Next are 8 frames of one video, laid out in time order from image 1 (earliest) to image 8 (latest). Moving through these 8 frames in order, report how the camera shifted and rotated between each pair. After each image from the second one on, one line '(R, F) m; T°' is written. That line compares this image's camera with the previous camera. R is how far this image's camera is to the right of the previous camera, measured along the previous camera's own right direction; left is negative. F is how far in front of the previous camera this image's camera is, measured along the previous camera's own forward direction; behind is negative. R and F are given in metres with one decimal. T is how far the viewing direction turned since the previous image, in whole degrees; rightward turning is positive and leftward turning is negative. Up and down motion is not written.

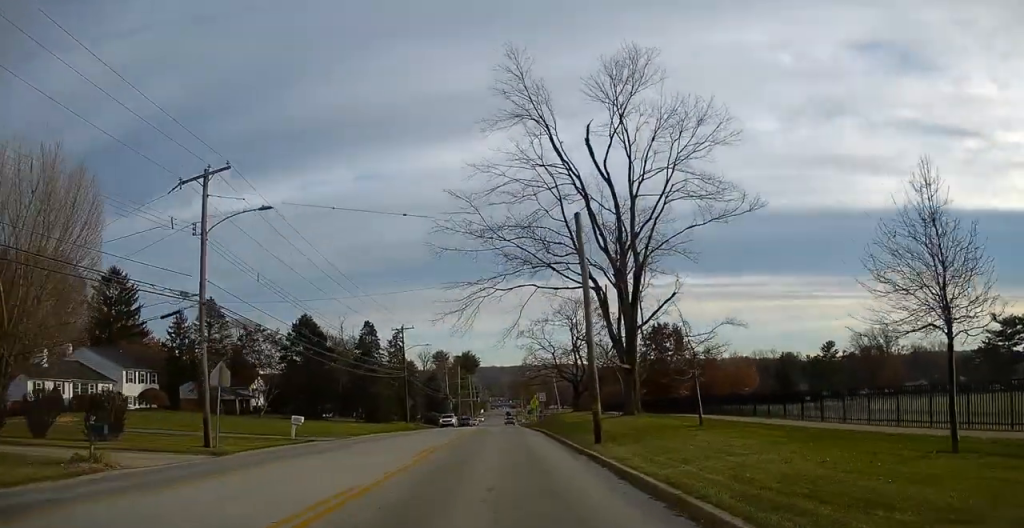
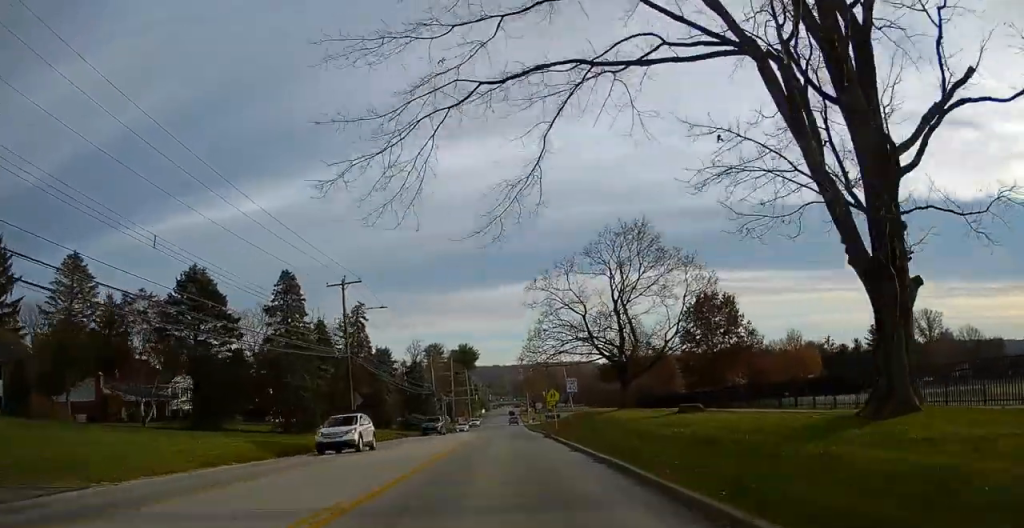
(+0.9, +26.2) m; +5°
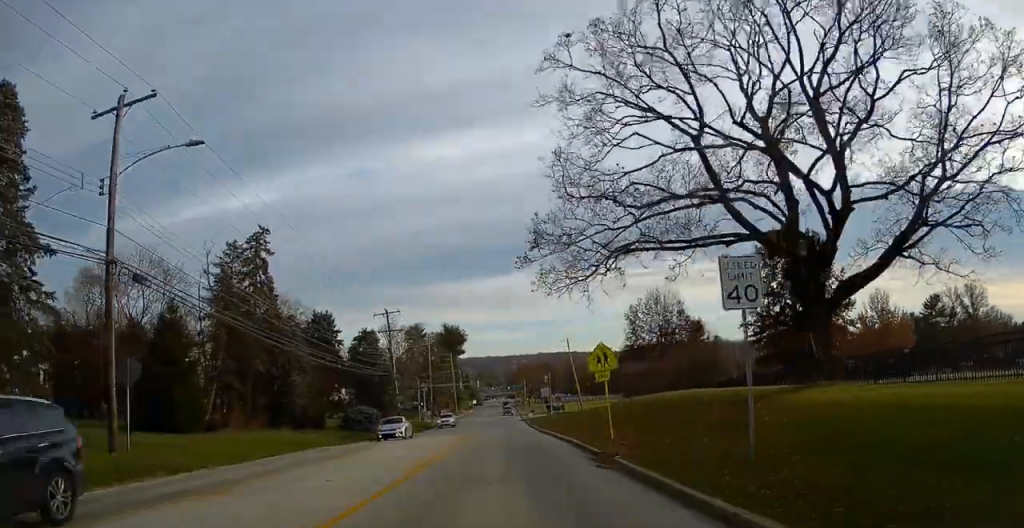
(-0.7, +27.3) m; -2°
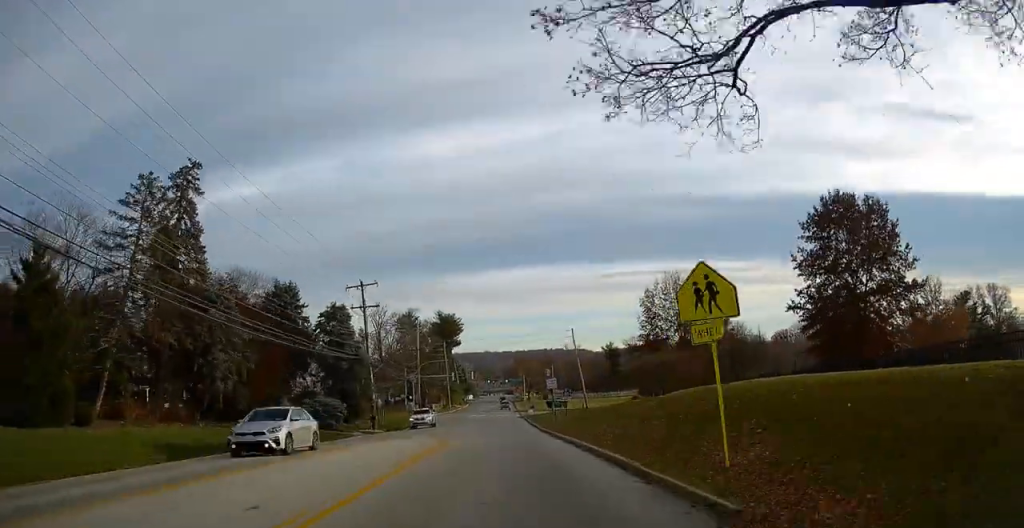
(0.0, +10.9) m; 0°
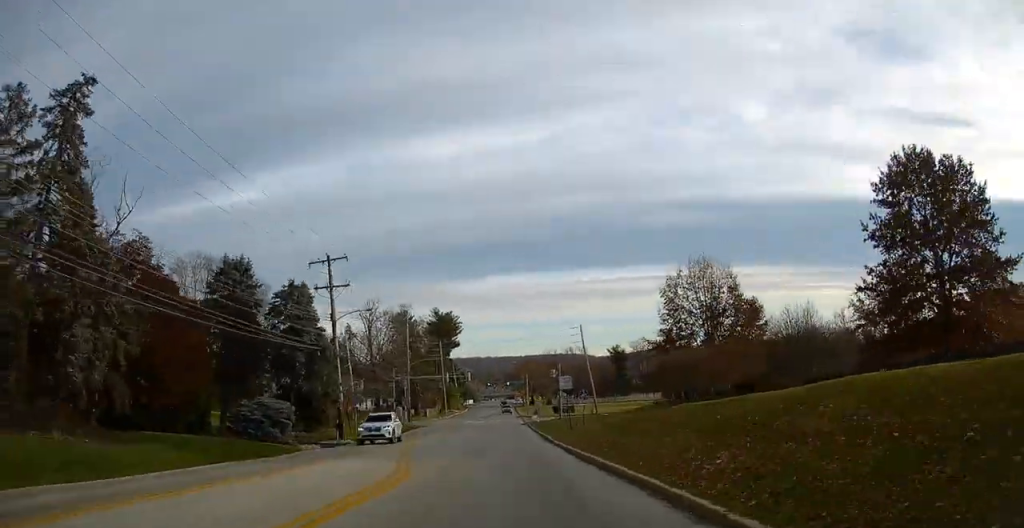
(0.0, +10.9) m; 0°
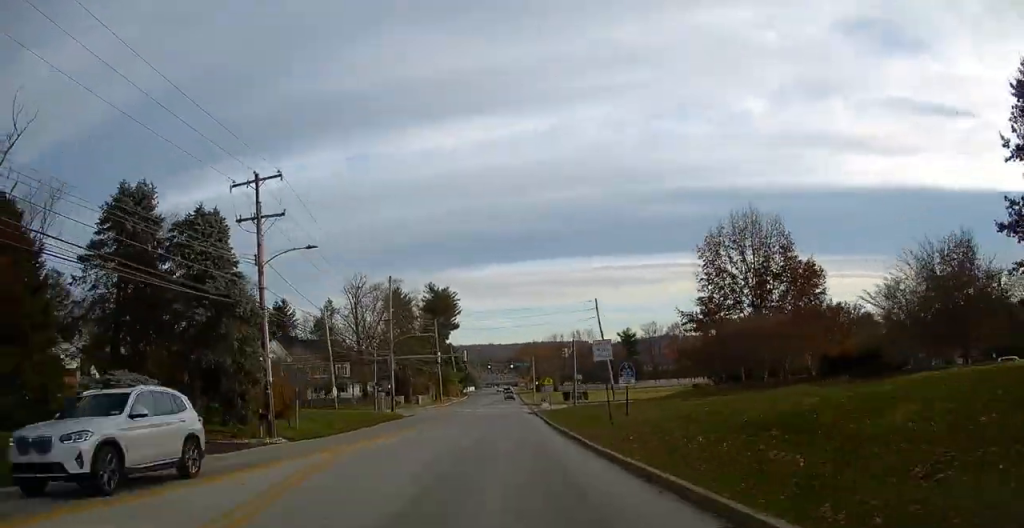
(+0.1, +14.2) m; 0°
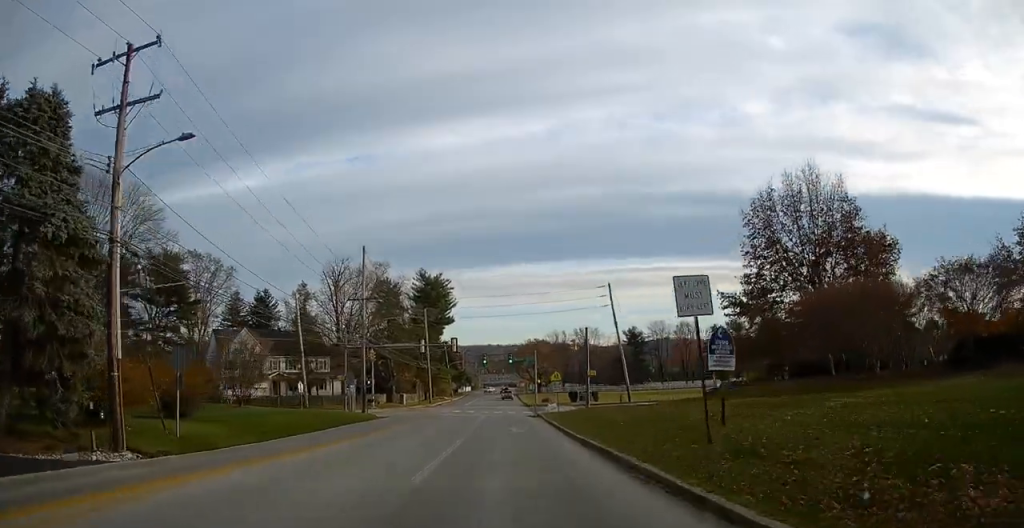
(0.0, +12.5) m; 0°
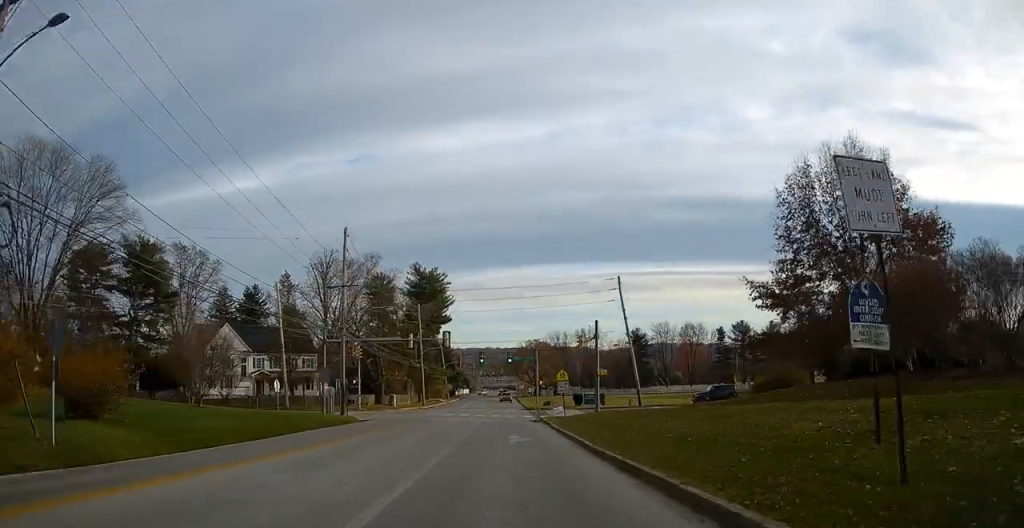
(0.0, +6.5) m; 0°
